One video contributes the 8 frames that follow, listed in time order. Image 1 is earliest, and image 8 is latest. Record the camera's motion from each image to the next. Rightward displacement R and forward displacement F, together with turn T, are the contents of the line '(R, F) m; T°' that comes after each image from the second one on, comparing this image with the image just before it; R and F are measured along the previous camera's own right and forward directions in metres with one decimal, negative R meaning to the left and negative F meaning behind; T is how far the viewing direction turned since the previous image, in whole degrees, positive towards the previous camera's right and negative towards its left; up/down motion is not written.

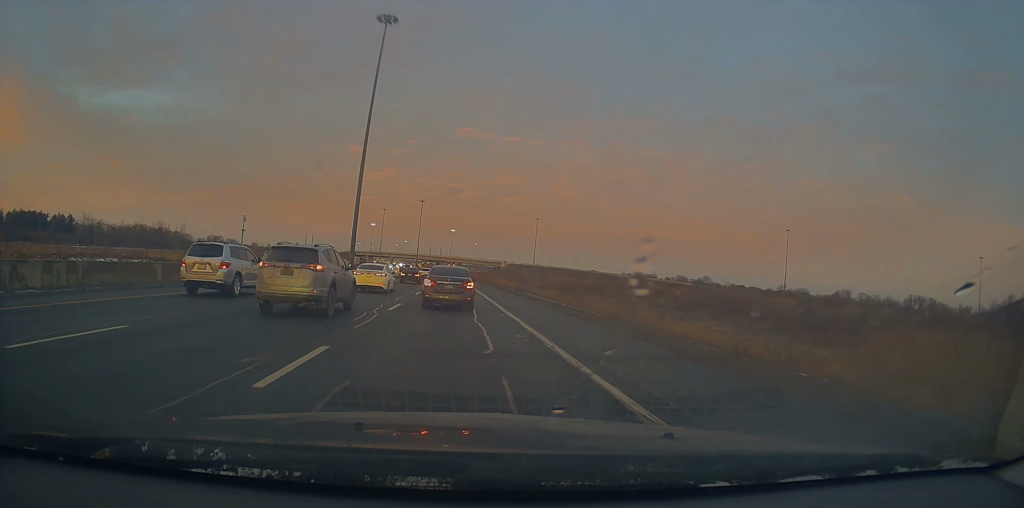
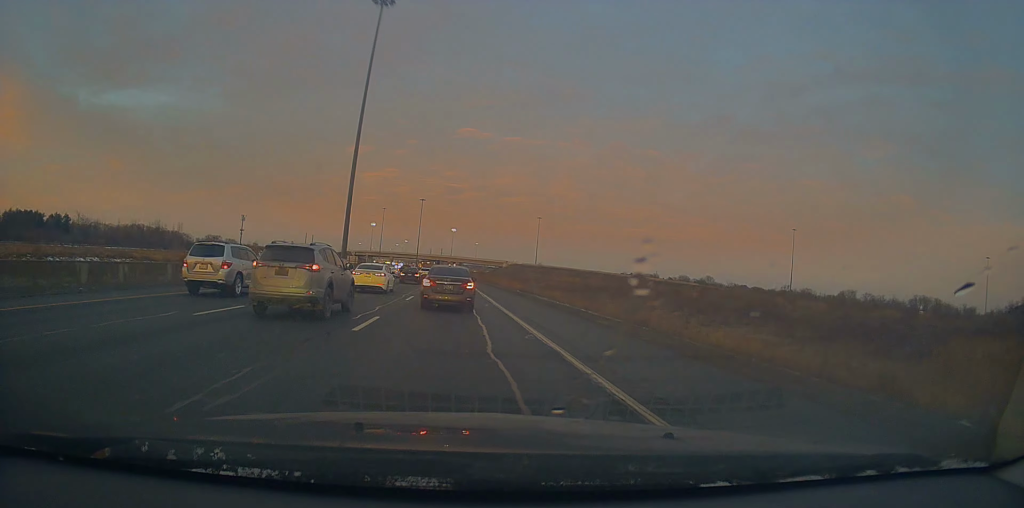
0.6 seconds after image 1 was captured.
(-0.2, +6.0) m; 0°
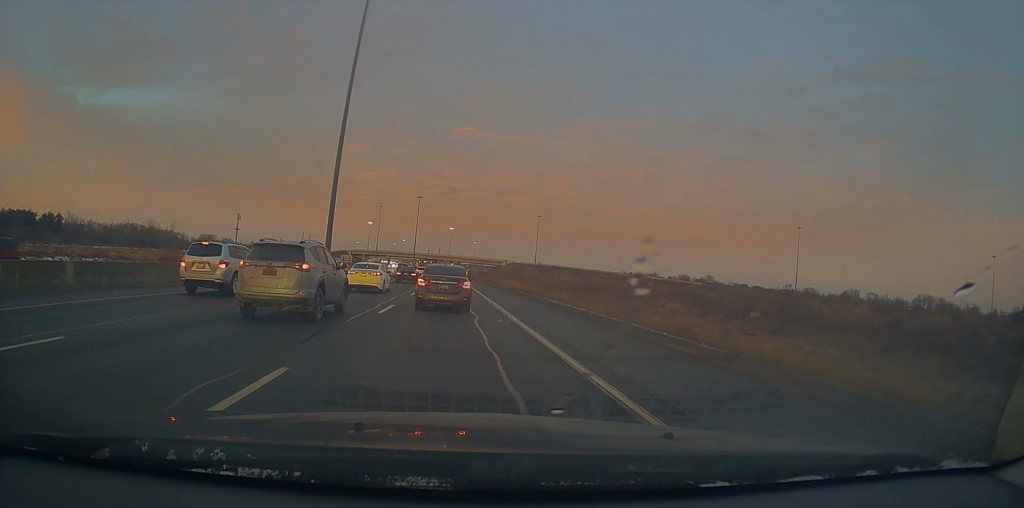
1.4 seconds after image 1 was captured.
(-0.5, +7.8) m; +1°
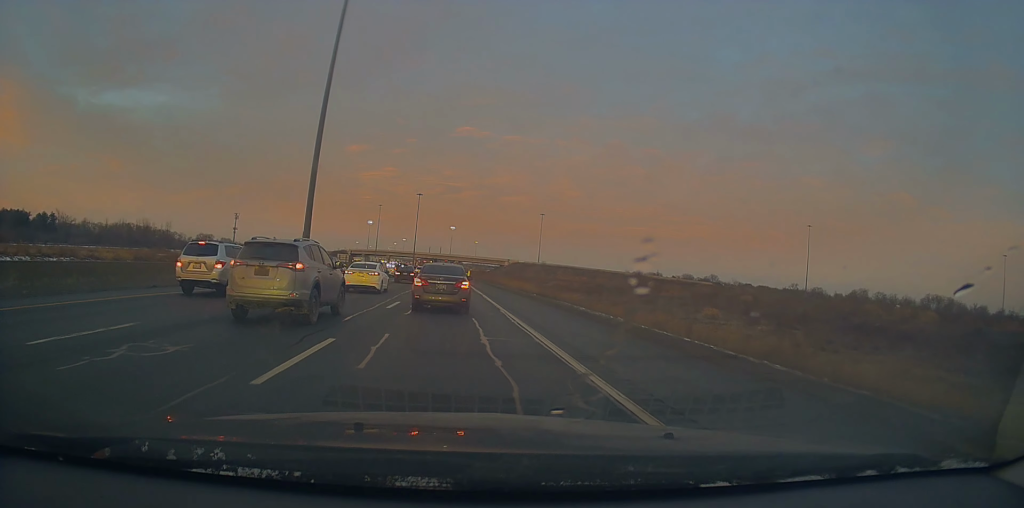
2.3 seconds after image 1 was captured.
(+0.9, +9.8) m; +3°
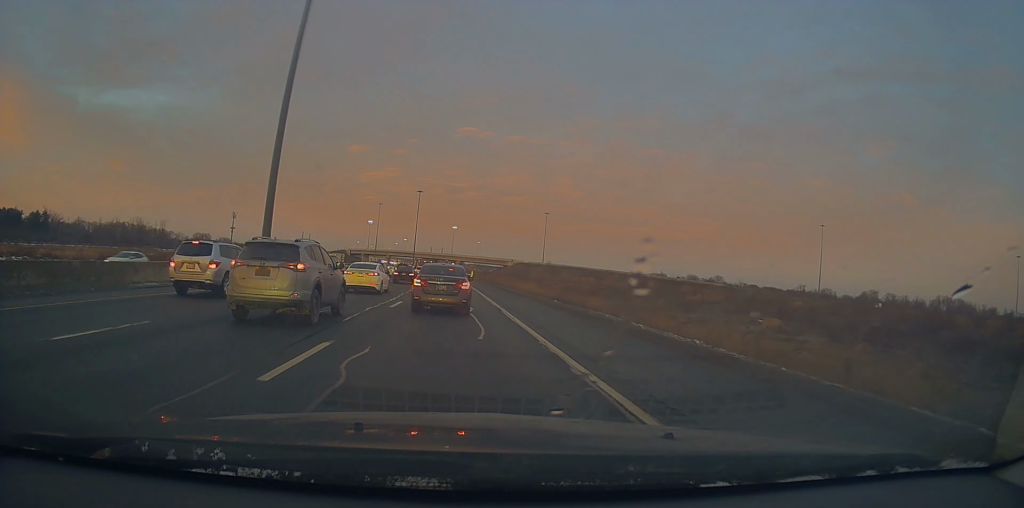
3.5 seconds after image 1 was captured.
(-0.5, +12.1) m; -3°
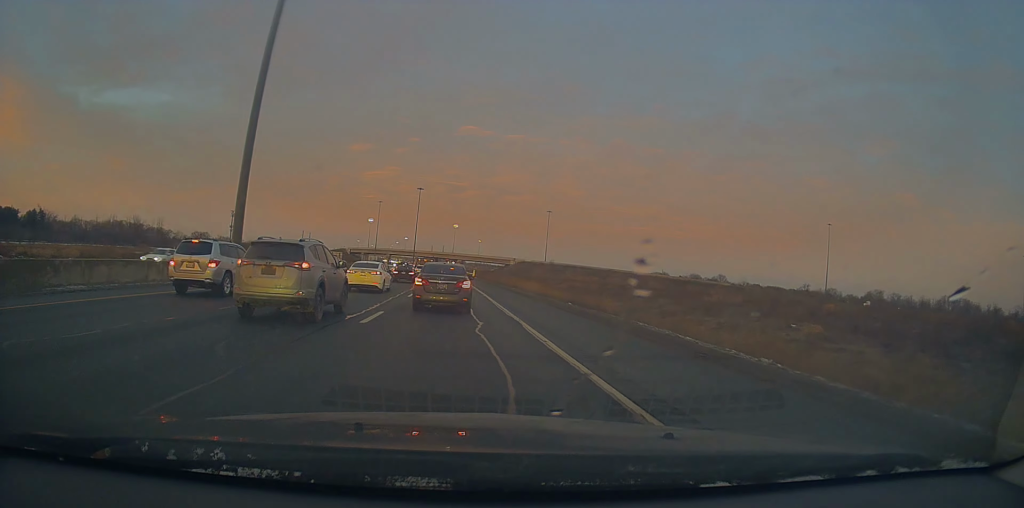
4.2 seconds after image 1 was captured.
(0.0, +6.2) m; -1°
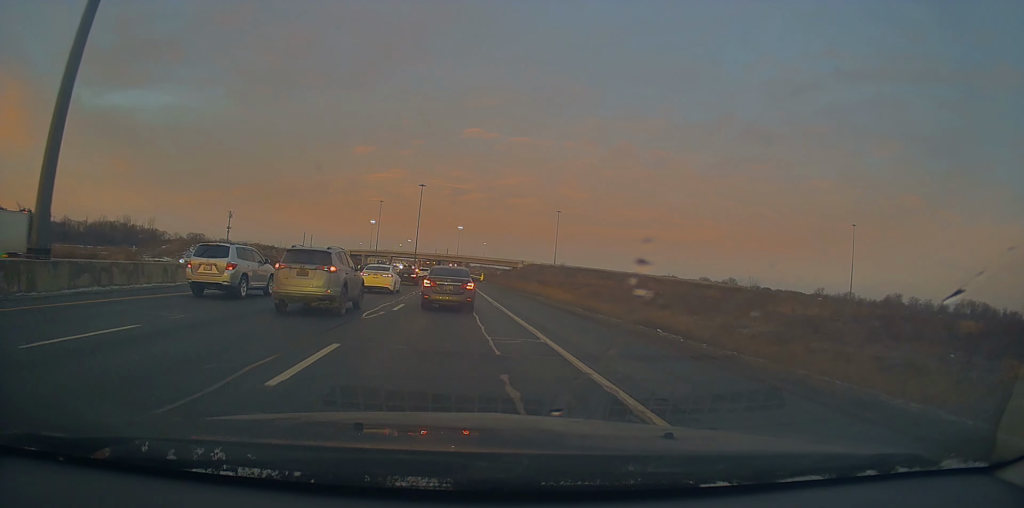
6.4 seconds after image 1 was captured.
(-0.3, +19.5) m; +1°
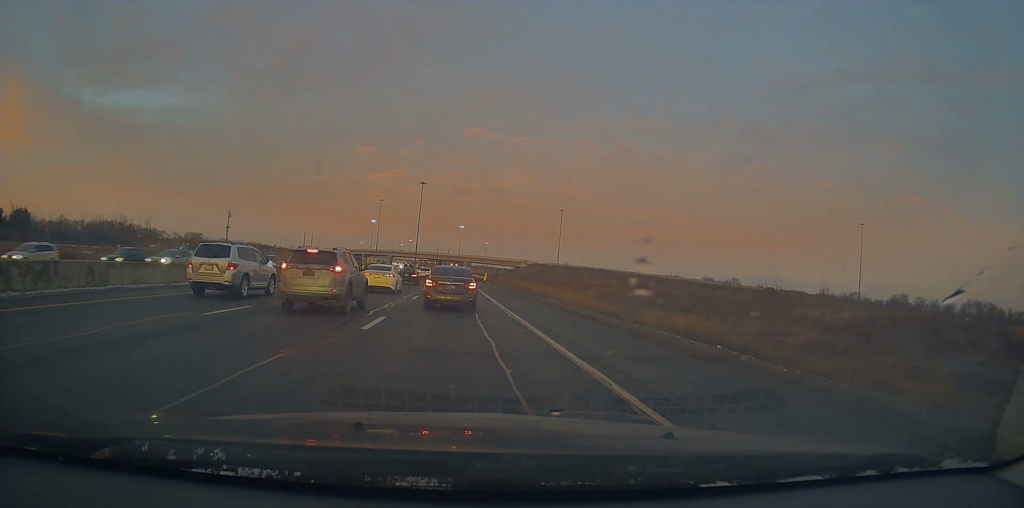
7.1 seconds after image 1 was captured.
(+0.3, +5.6) m; 0°
